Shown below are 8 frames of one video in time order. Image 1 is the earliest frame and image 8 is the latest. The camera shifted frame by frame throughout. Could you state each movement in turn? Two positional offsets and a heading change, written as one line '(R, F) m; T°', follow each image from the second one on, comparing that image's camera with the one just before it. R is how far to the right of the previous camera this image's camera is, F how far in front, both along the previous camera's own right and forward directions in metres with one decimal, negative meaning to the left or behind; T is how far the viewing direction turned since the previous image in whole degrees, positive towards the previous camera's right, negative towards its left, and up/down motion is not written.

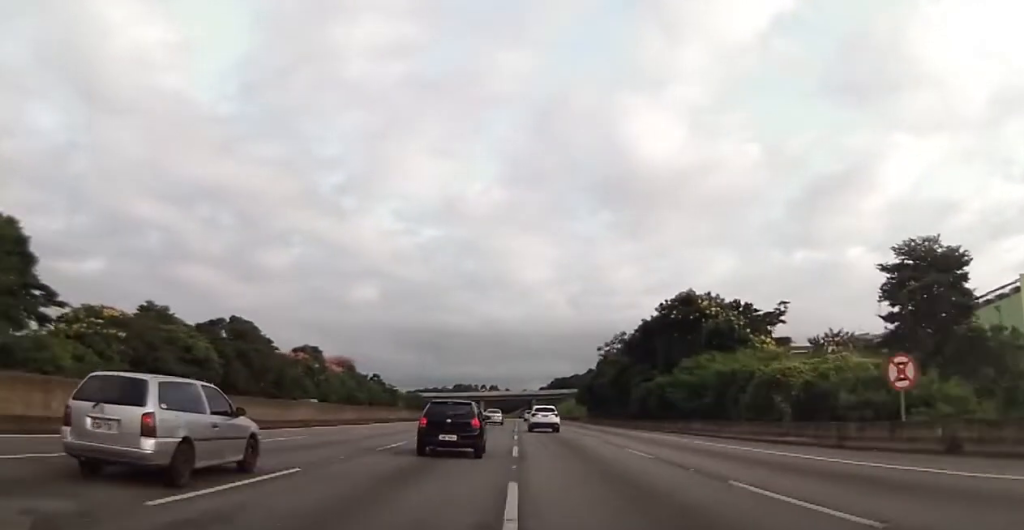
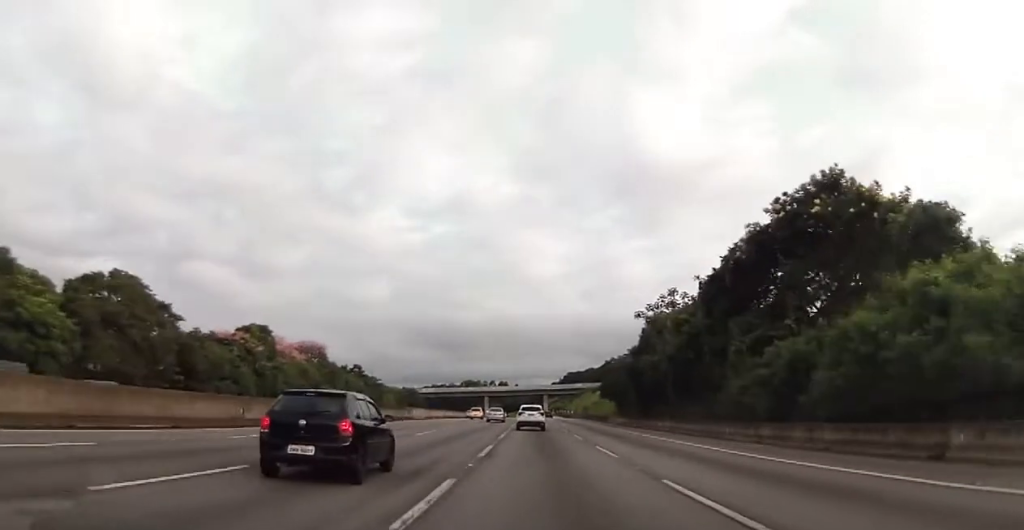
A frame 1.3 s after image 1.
(+0.5, +35.3) m; +1°
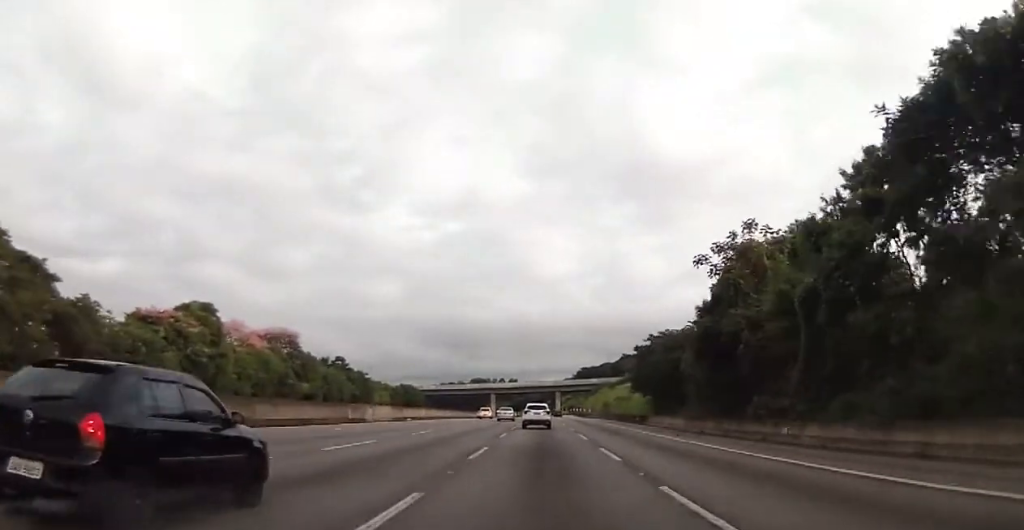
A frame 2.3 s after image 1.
(-0.1, +25.6) m; -1°
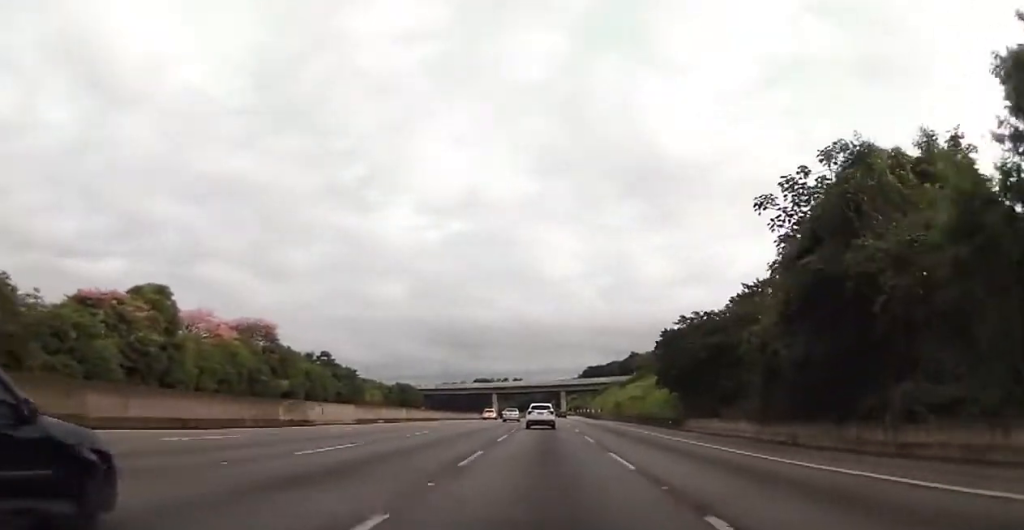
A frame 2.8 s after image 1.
(-0.1, +14.0) m; -1°
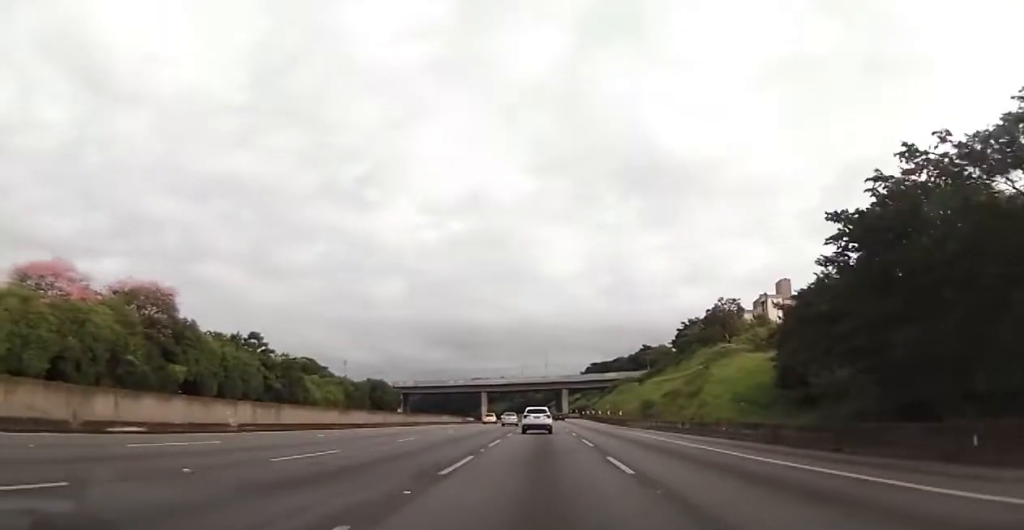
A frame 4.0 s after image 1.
(-0.5, +36.6) m; -1°
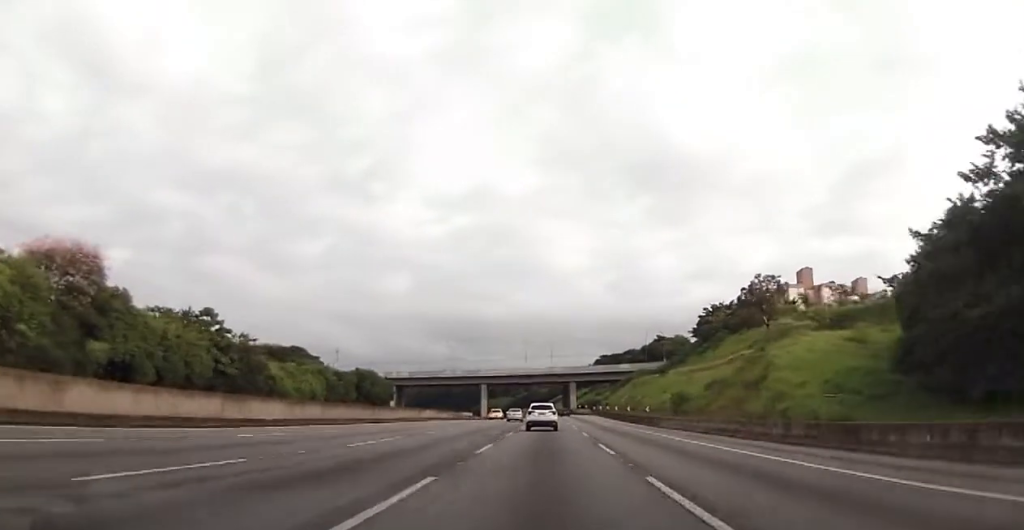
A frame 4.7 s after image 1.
(+0.1, +18.6) m; -1°
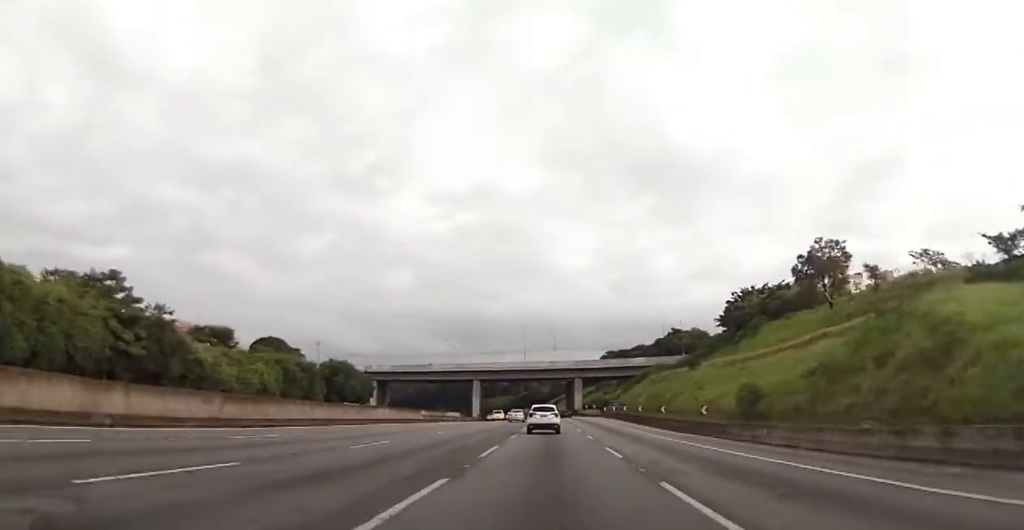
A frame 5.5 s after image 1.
(-0.3, +24.1) m; 0°
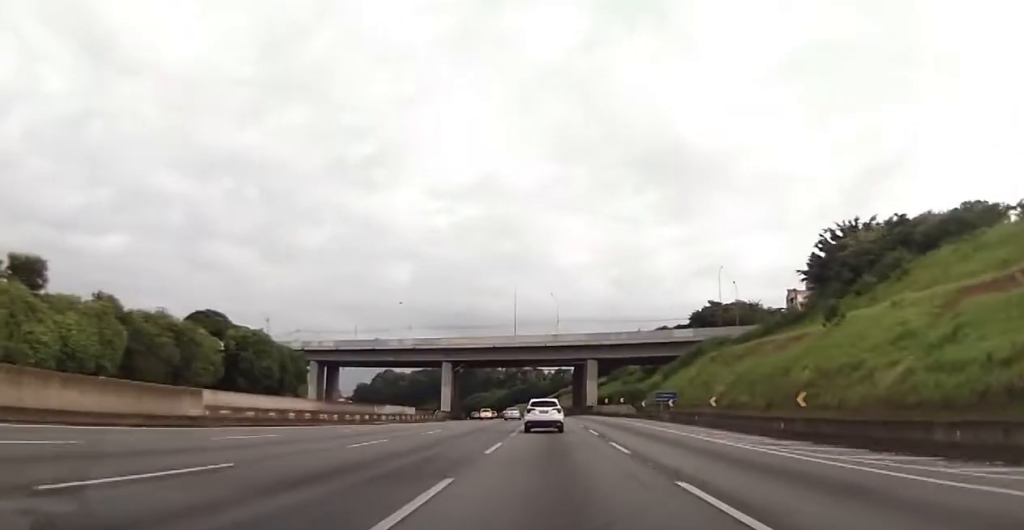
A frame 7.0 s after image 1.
(+0.7, +48.1) m; +1°
